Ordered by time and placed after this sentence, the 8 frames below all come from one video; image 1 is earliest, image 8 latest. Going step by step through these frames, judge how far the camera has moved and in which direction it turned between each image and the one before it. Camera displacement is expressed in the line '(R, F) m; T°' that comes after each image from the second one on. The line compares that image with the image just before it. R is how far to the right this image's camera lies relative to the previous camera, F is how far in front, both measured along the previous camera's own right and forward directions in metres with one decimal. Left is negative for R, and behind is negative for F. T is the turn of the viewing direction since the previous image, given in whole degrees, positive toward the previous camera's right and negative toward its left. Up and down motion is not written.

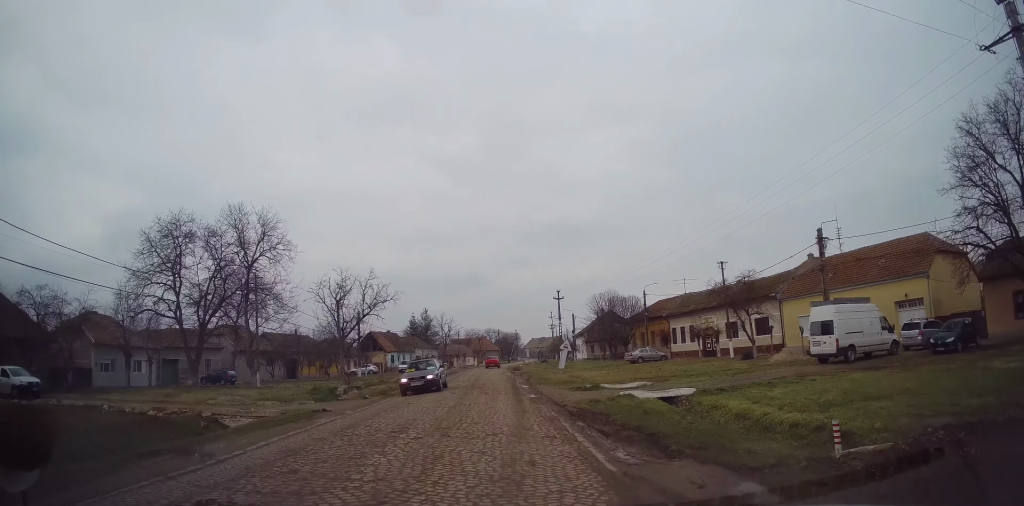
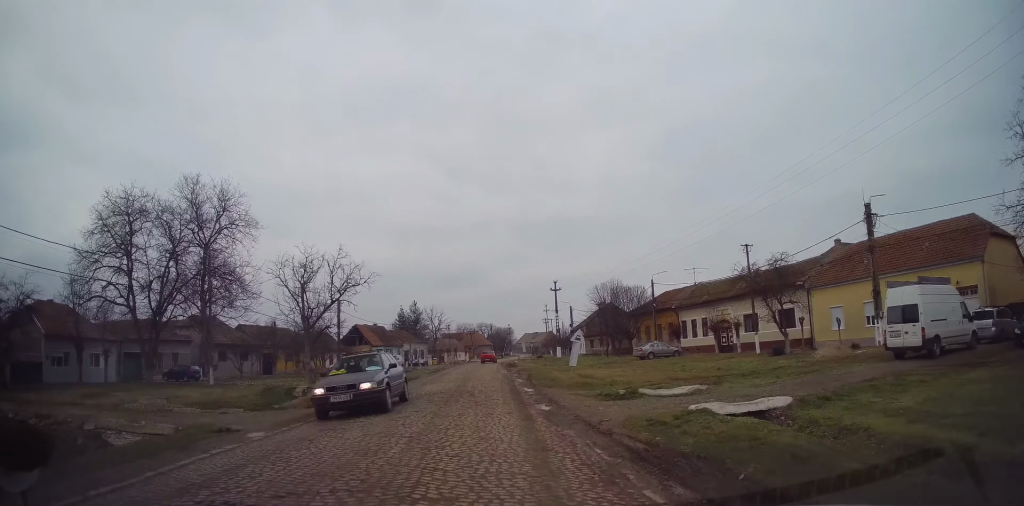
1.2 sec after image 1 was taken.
(-0.2, +5.8) m; +1°
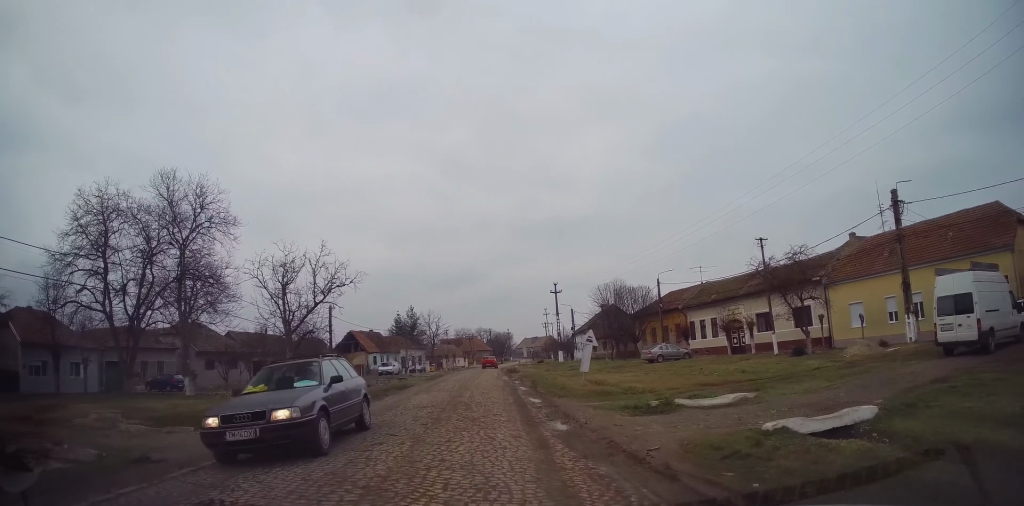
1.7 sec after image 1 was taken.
(+0.3, +2.8) m; +1°
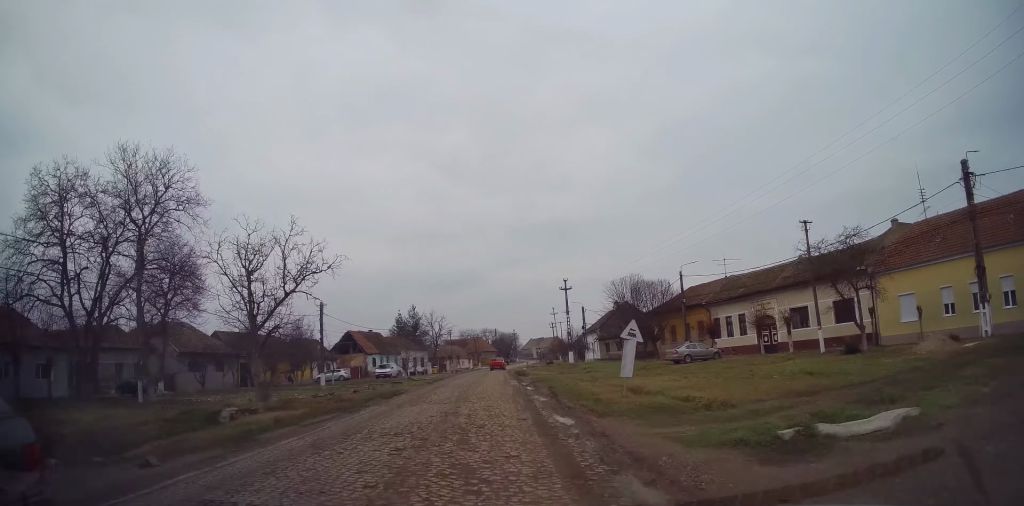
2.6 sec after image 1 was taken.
(-0.4, +5.0) m; -3°
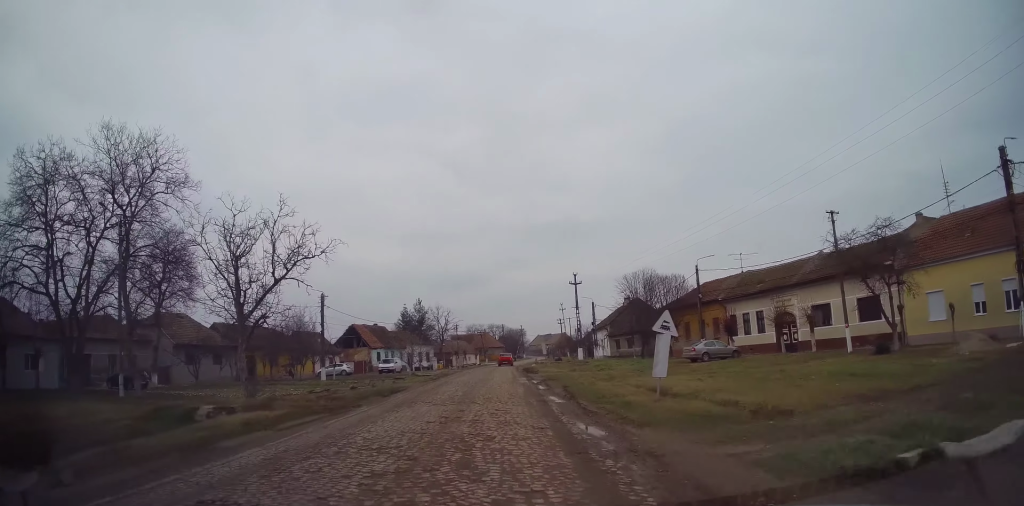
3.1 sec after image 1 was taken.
(0.0, +2.3) m; 0°
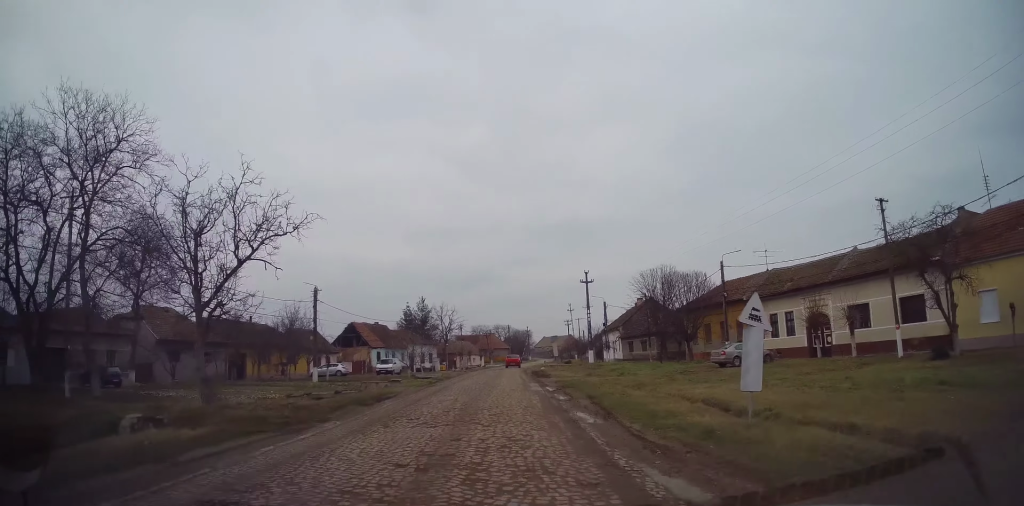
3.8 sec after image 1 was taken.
(+0.1, +4.1) m; 0°
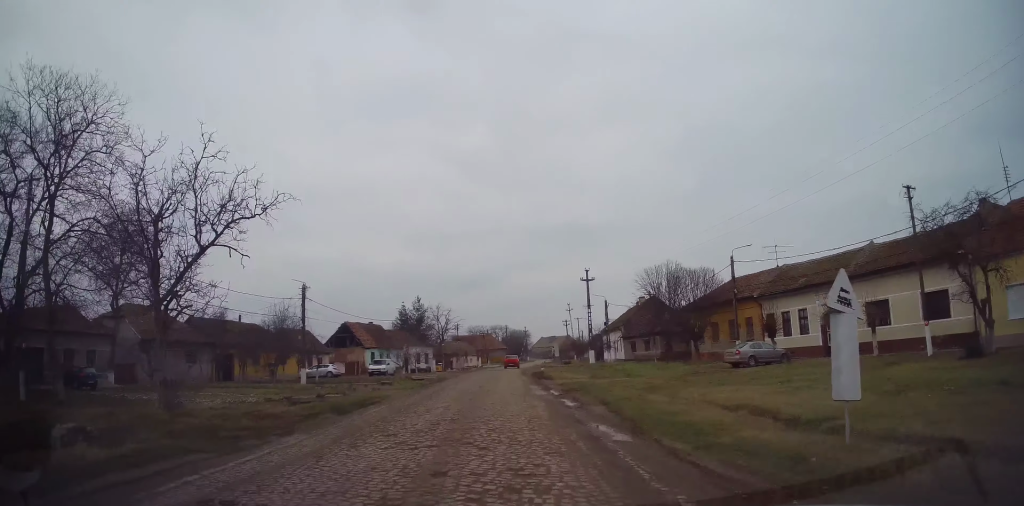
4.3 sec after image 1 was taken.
(-0.1, +2.3) m; -1°
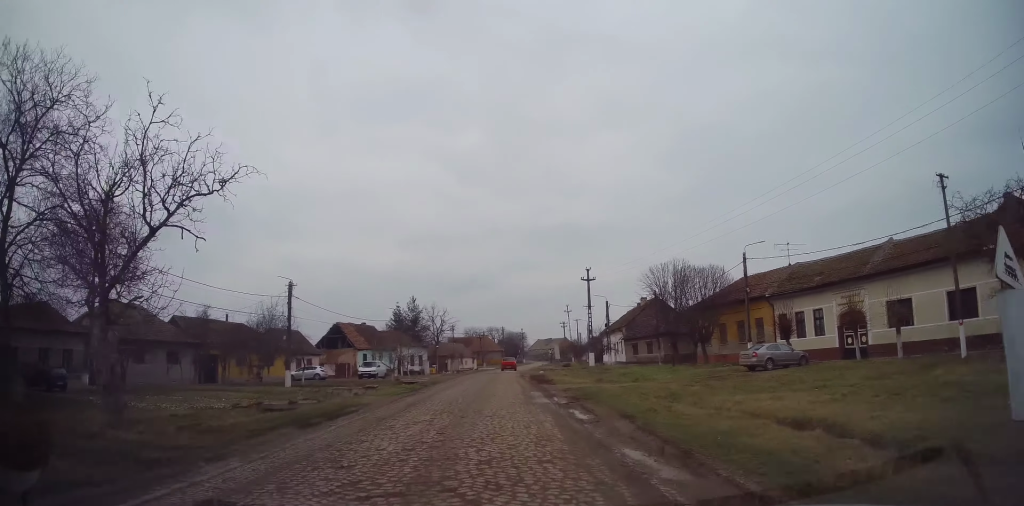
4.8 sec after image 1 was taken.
(0.0, +2.6) m; -1°
